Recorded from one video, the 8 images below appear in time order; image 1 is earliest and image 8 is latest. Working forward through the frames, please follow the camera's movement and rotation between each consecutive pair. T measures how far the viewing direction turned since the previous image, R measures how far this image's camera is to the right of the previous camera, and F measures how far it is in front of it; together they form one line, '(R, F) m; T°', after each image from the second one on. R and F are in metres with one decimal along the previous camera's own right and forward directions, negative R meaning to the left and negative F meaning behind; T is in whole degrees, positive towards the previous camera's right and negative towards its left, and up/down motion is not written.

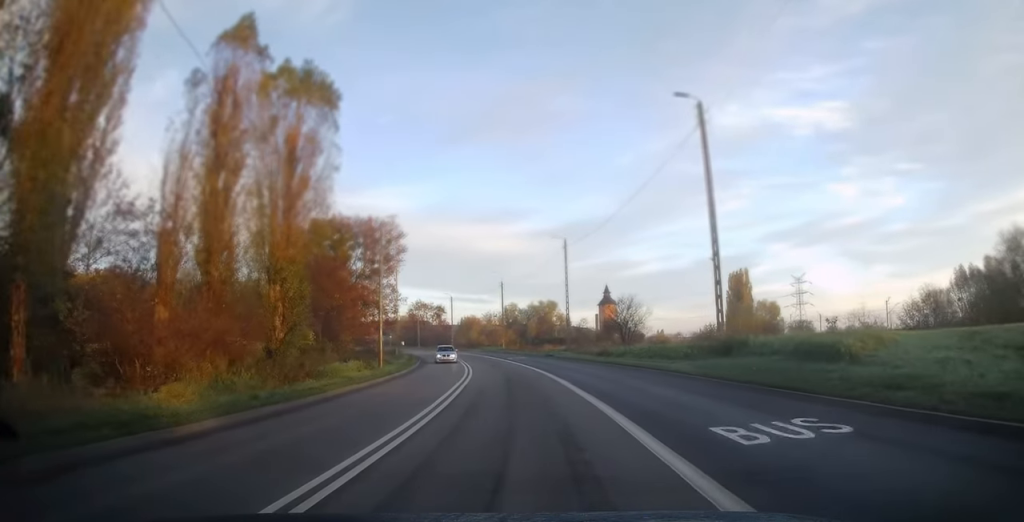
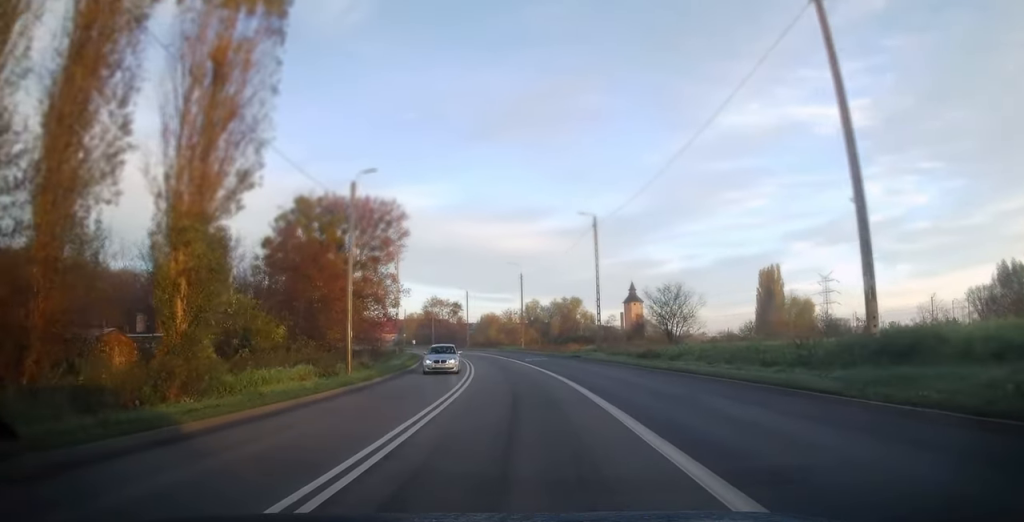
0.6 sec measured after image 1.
(0.0, +9.4) m; -2°
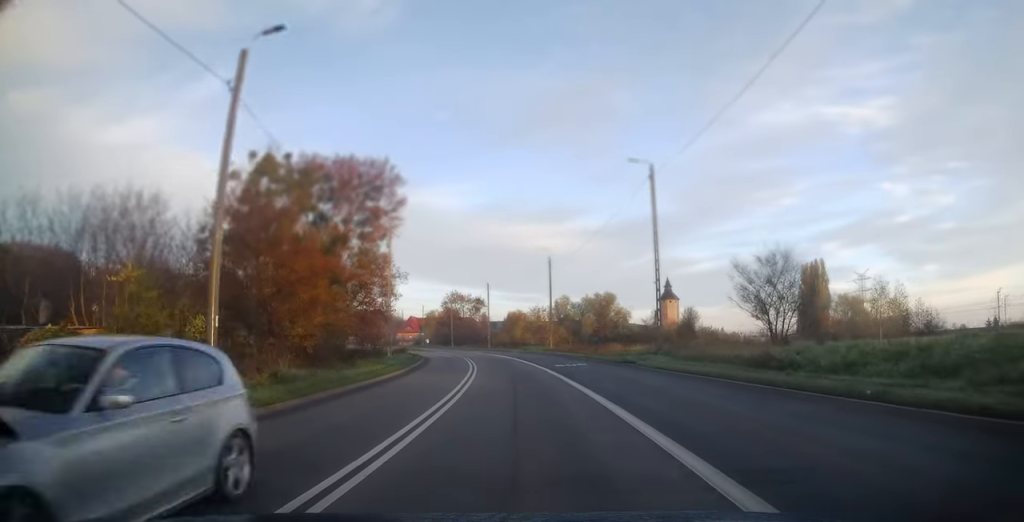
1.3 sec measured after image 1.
(-0.4, +13.0) m; -3°
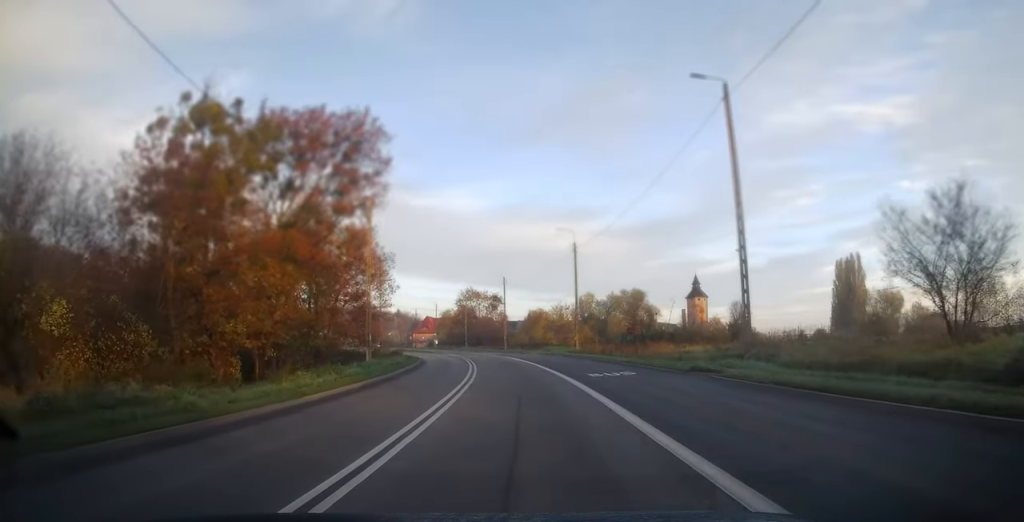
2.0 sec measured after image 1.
(-0.3, +10.4) m; -2°
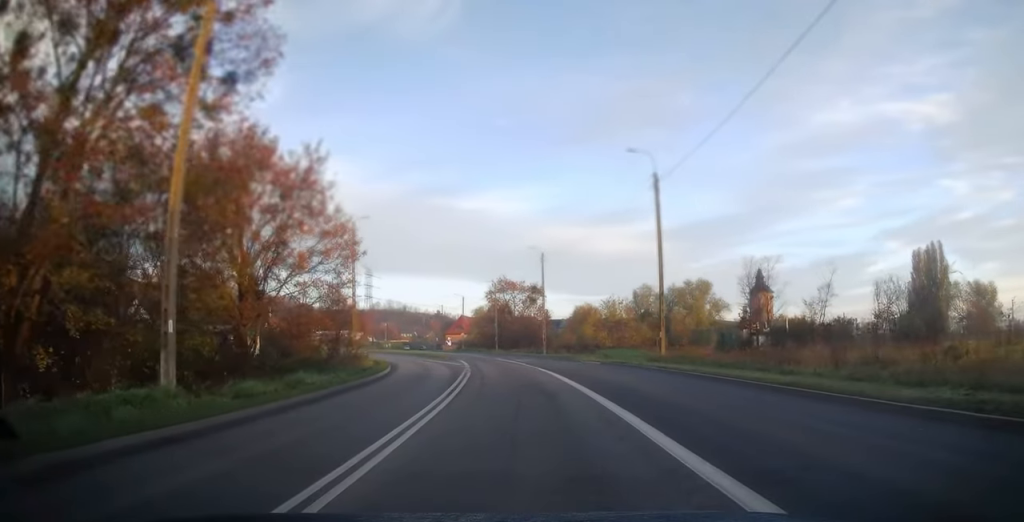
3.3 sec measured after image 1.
(-0.7, +22.2) m; -4°
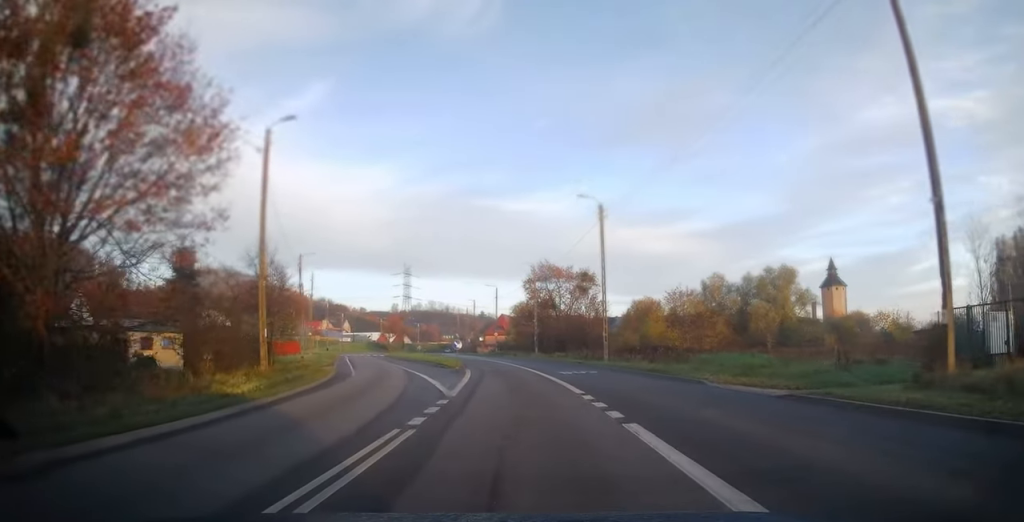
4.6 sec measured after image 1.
(-0.9, +20.5) m; -4°
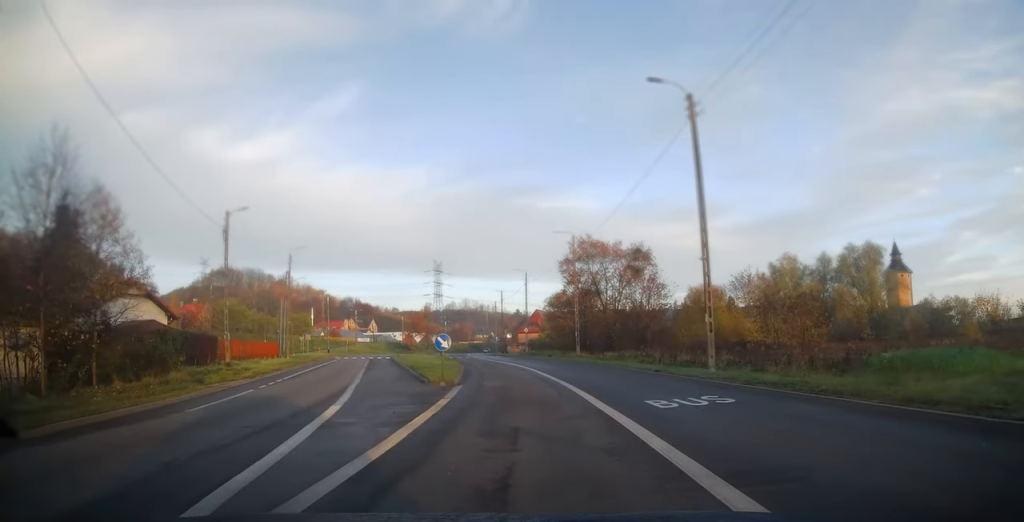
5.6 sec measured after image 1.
(-0.4, +16.8) m; -3°
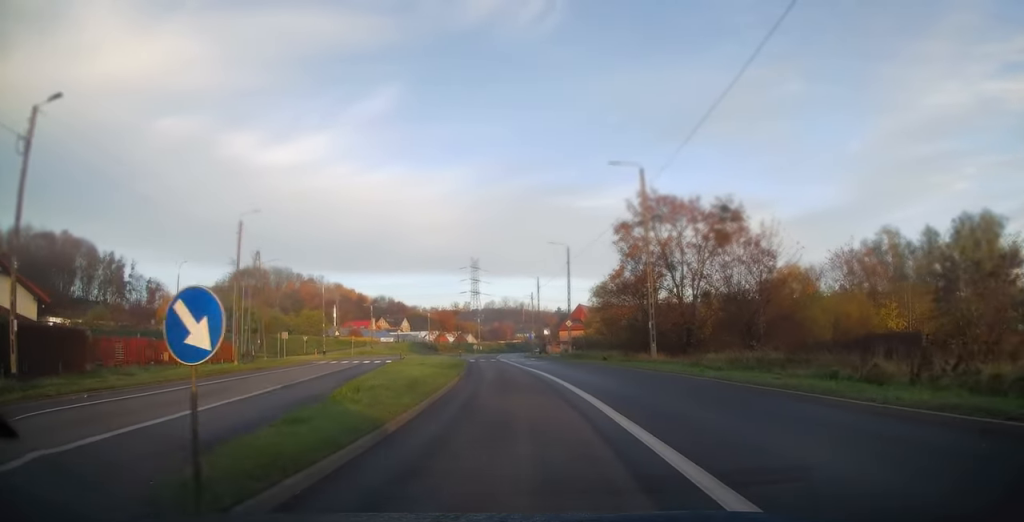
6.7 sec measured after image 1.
(-0.5, +17.7) m; -4°
